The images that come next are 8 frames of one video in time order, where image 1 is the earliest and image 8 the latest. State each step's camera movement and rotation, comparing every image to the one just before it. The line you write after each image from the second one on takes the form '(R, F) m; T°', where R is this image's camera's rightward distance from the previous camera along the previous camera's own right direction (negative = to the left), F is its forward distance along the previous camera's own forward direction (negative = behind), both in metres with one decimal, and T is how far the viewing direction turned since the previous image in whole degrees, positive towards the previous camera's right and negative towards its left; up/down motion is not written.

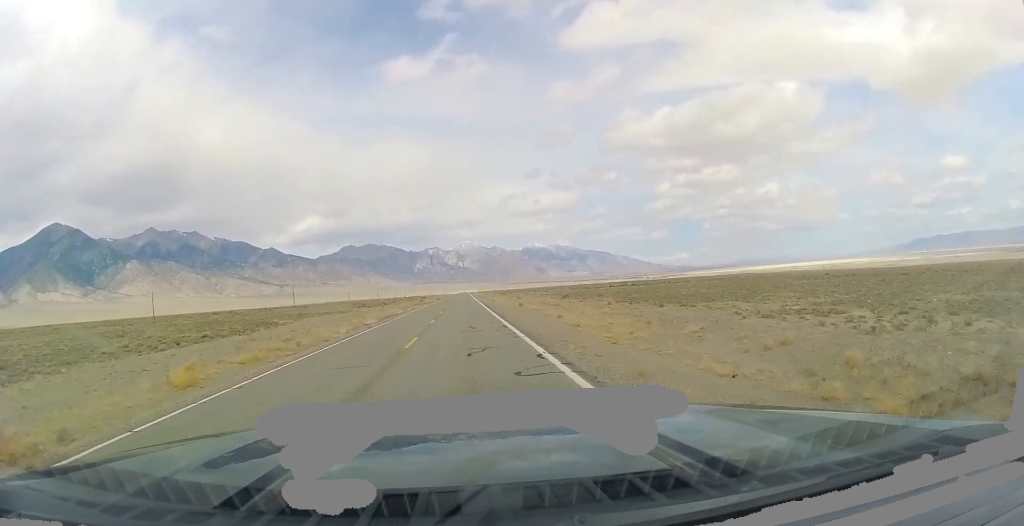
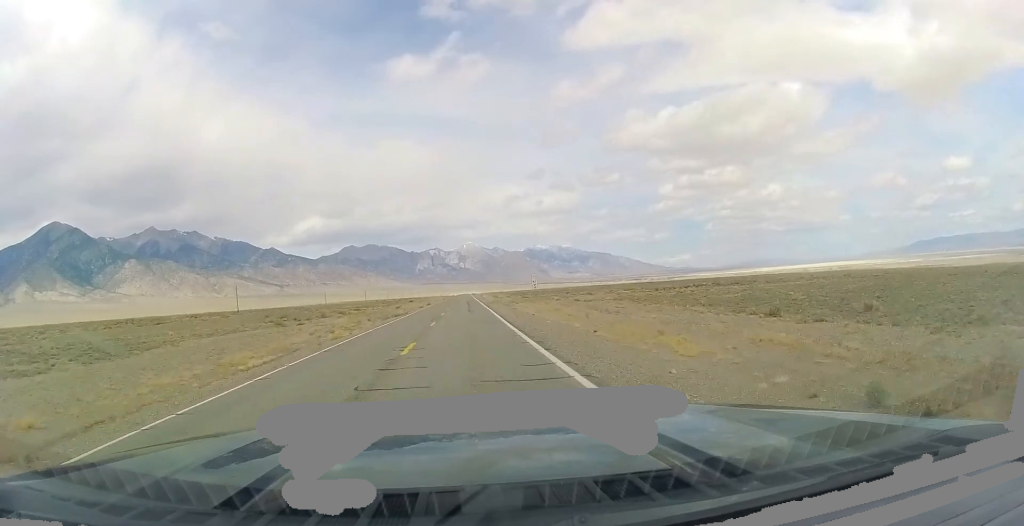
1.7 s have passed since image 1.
(-0.3, +50.4) m; 0°
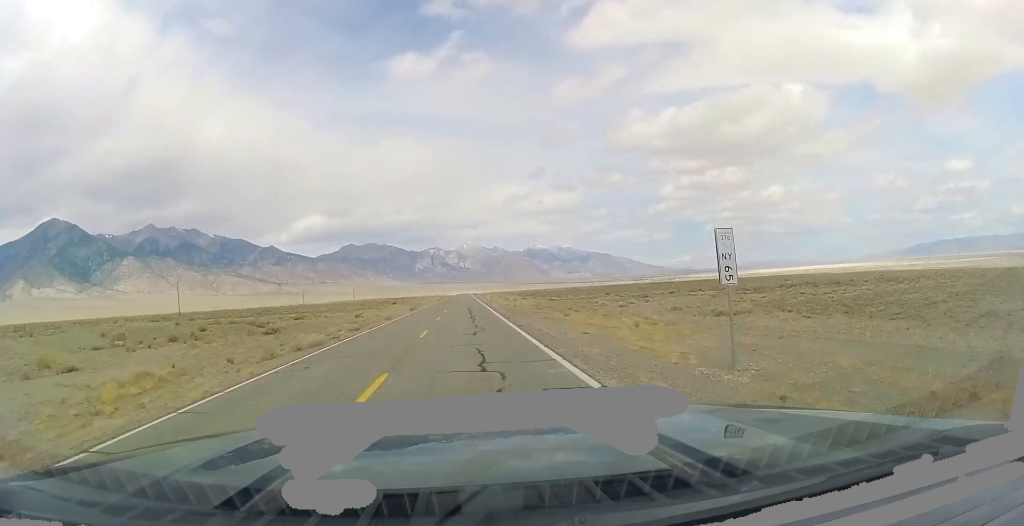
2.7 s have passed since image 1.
(0.0, +31.5) m; 0°
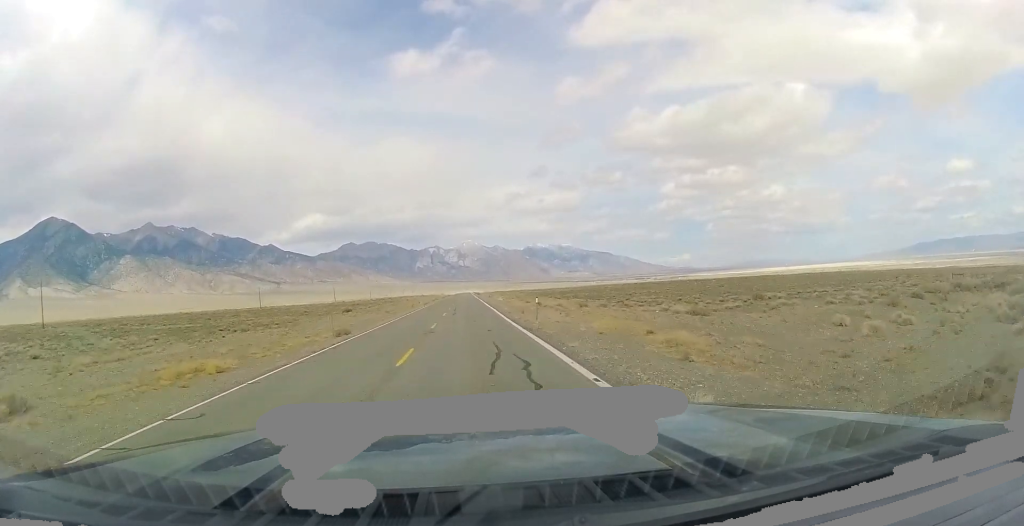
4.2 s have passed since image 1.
(-0.1, +44.8) m; 0°
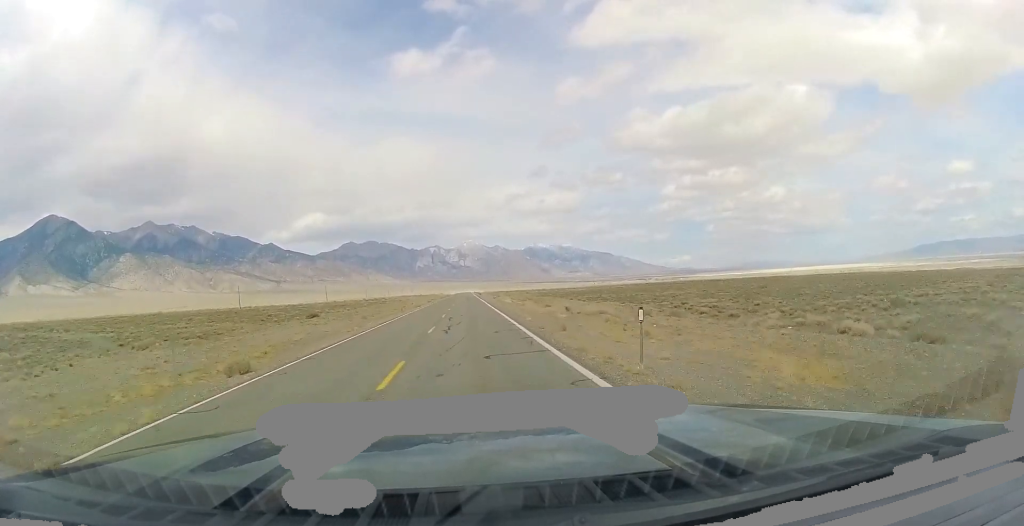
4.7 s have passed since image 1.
(0.0, +15.3) m; 0°
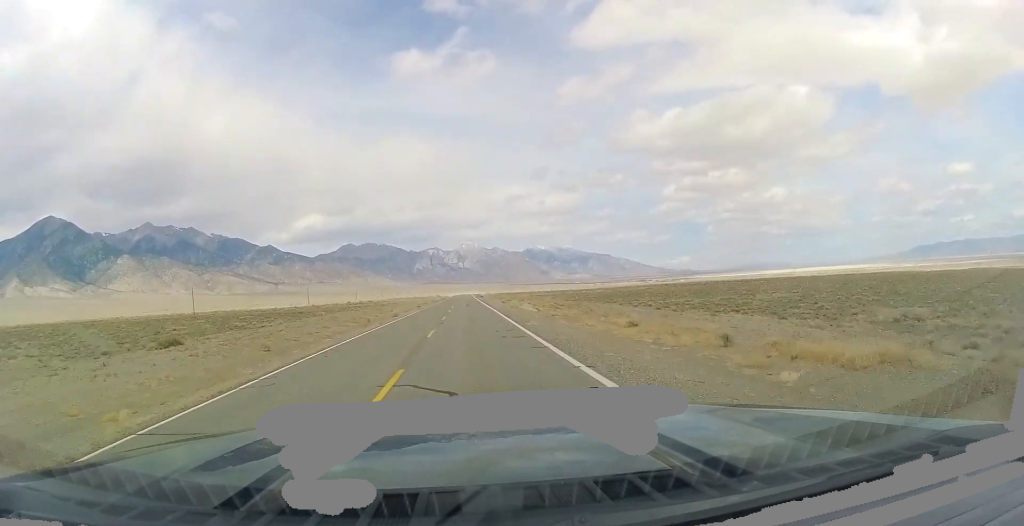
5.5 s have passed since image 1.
(0.0, +25.7) m; 0°
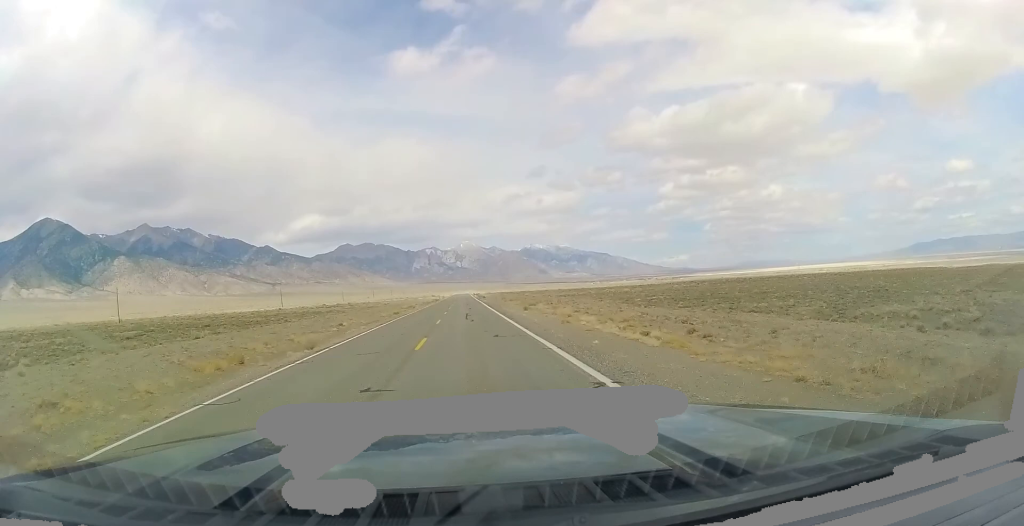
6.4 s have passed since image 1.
(0.0, +29.1) m; 0°
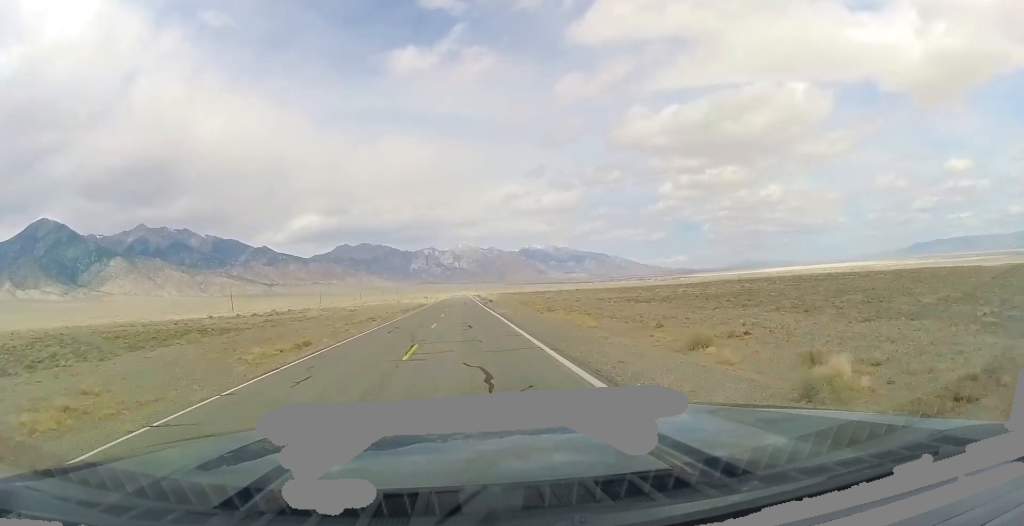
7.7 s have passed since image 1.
(0.0, +38.7) m; 0°
